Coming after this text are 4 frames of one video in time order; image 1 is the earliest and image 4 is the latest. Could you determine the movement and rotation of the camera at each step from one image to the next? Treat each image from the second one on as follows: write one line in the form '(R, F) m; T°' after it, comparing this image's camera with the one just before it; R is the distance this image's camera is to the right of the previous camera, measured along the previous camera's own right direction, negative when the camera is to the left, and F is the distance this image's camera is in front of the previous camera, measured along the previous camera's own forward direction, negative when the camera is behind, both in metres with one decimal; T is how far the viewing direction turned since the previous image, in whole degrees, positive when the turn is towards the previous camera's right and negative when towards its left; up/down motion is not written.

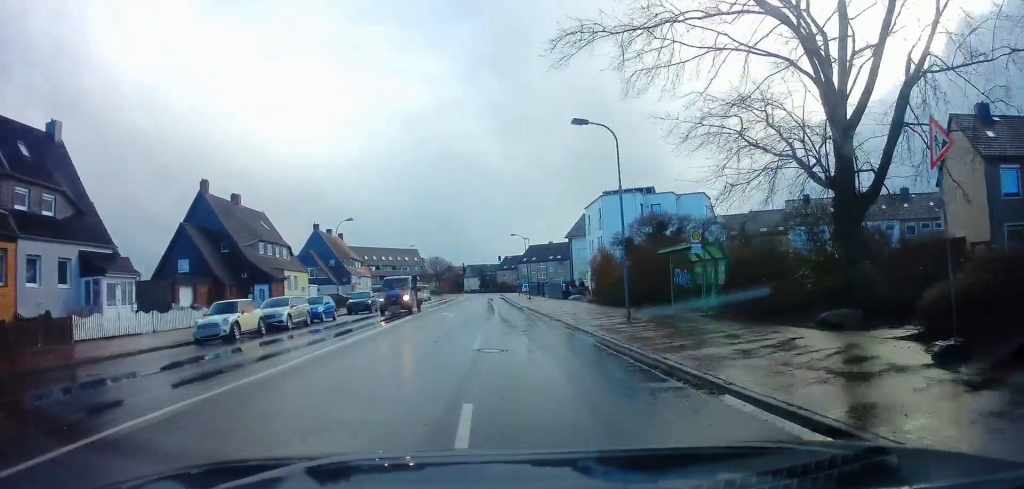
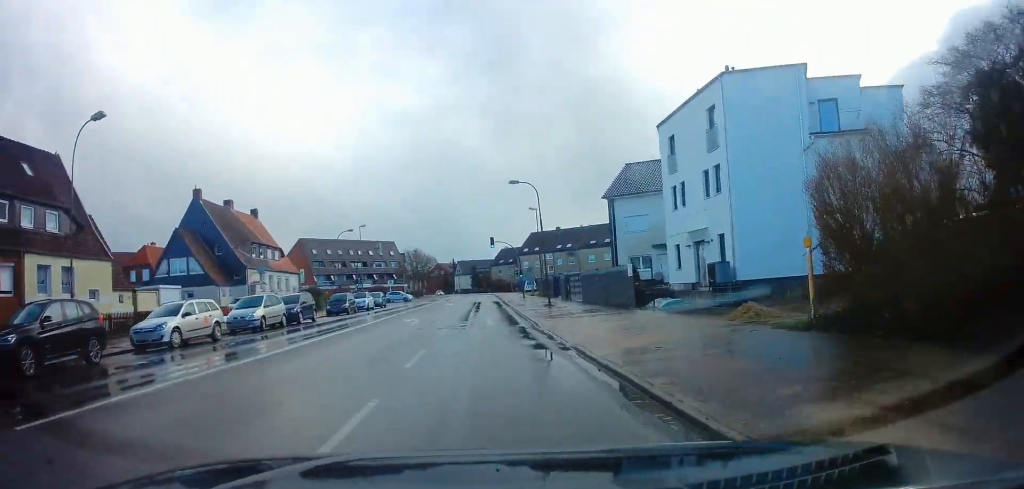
(+0.7, +31.0) m; +1°
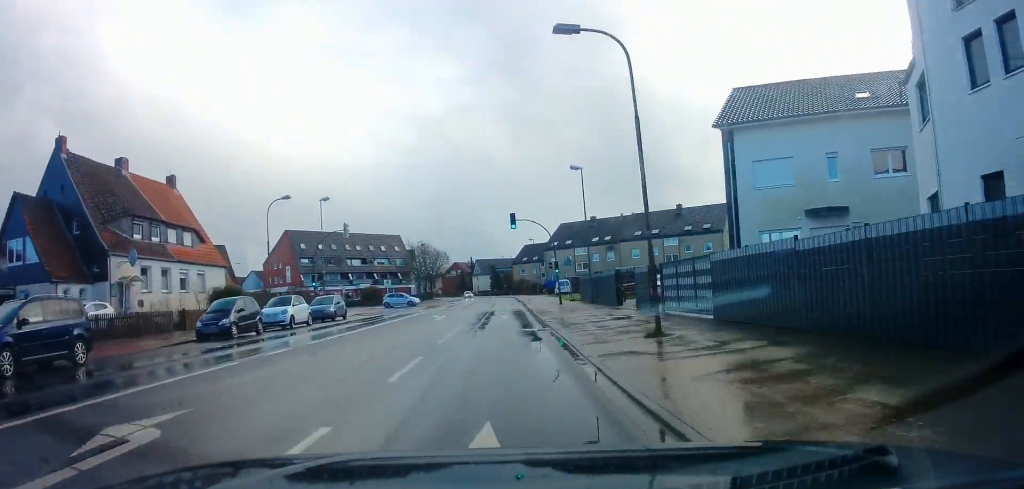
(-0.3, +20.3) m; -2°
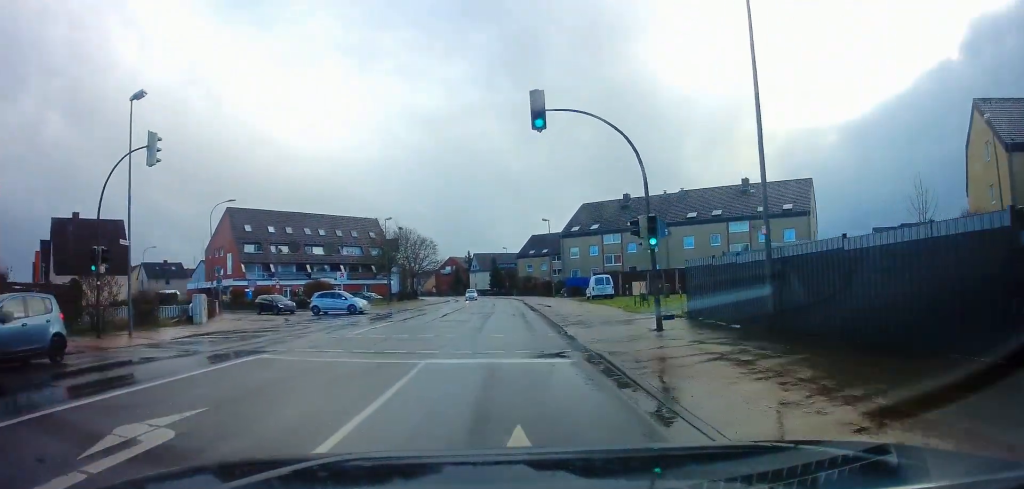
(-0.1, +24.9) m; 0°
